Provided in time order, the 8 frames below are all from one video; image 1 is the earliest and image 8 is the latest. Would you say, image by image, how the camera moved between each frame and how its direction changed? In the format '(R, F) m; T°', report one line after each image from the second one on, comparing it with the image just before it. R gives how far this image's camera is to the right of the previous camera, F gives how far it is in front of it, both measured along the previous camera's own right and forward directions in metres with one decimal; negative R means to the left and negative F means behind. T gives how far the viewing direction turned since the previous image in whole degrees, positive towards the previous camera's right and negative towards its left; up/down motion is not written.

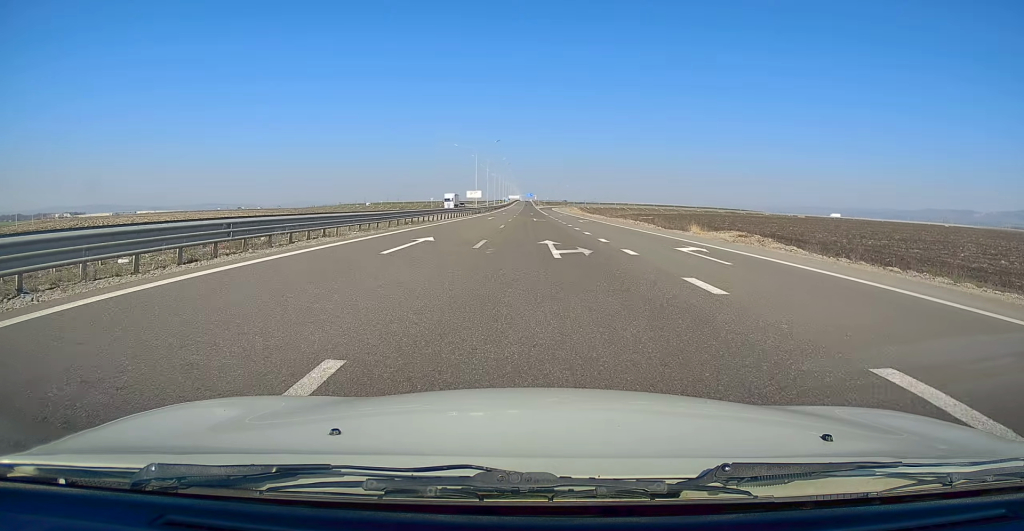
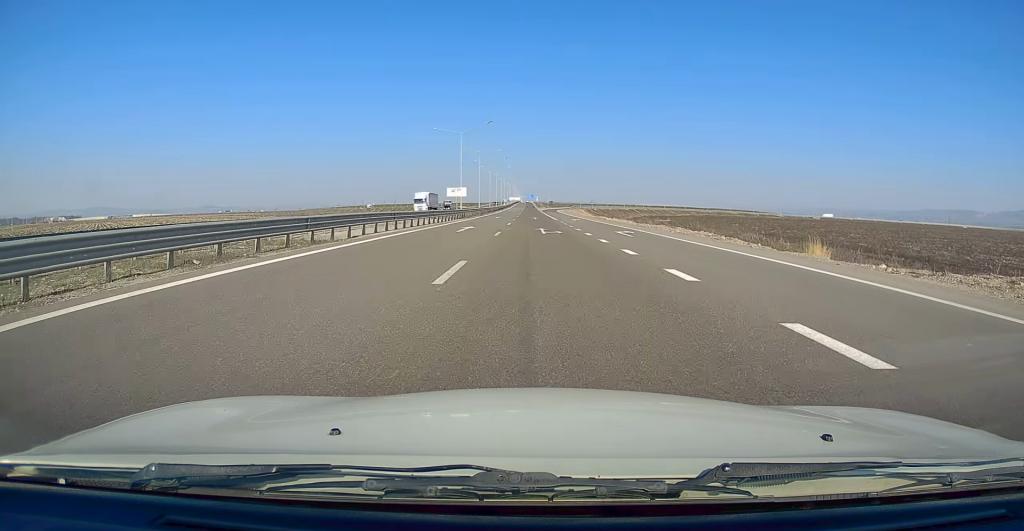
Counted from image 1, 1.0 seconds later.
(-0.2, +23.5) m; -1°
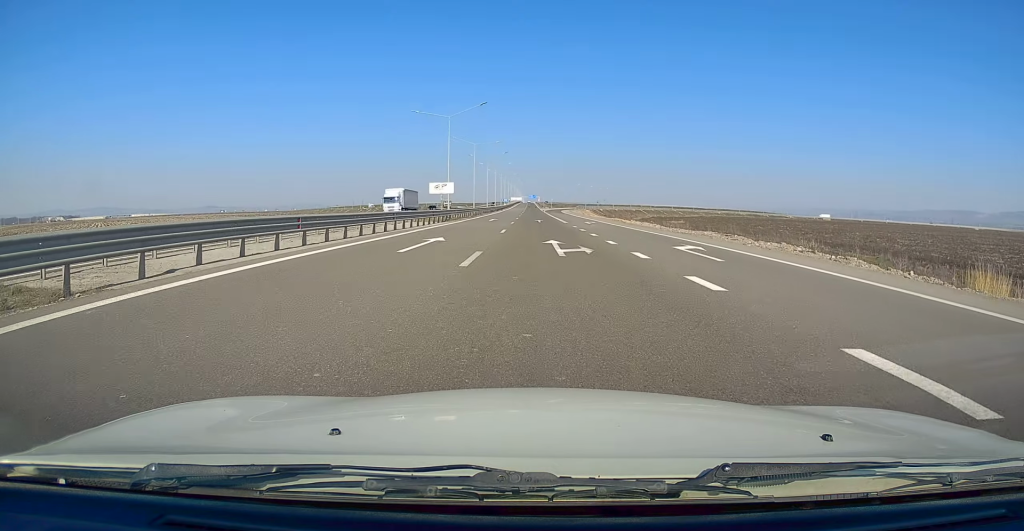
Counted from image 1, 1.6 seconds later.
(0.0, +13.3) m; 0°
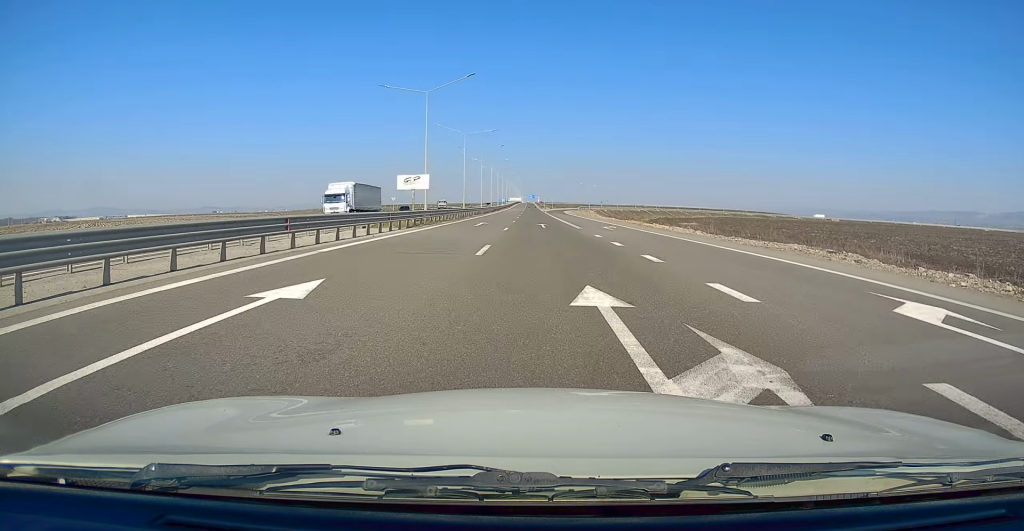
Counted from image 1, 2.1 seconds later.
(0.0, +13.2) m; 0°
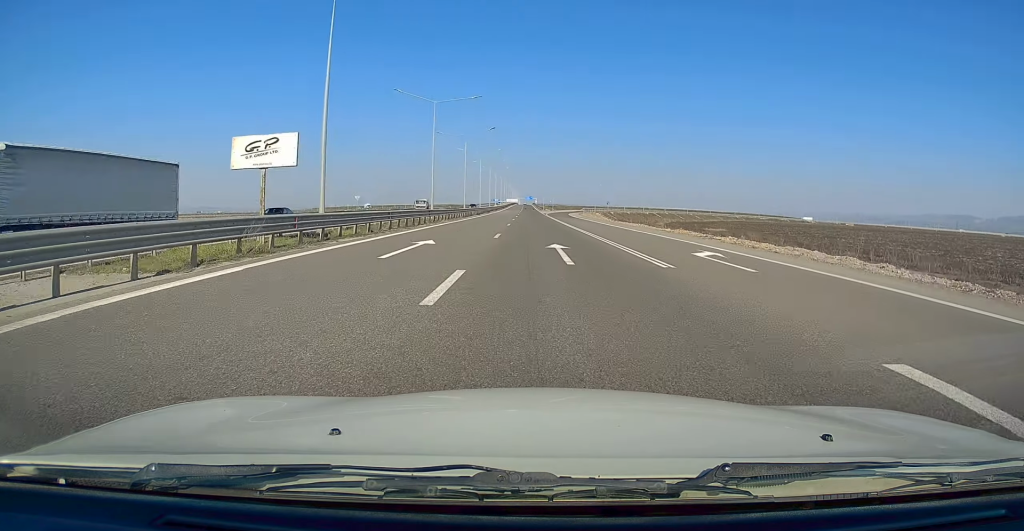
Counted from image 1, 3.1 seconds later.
(-0.2, +23.2) m; 0°
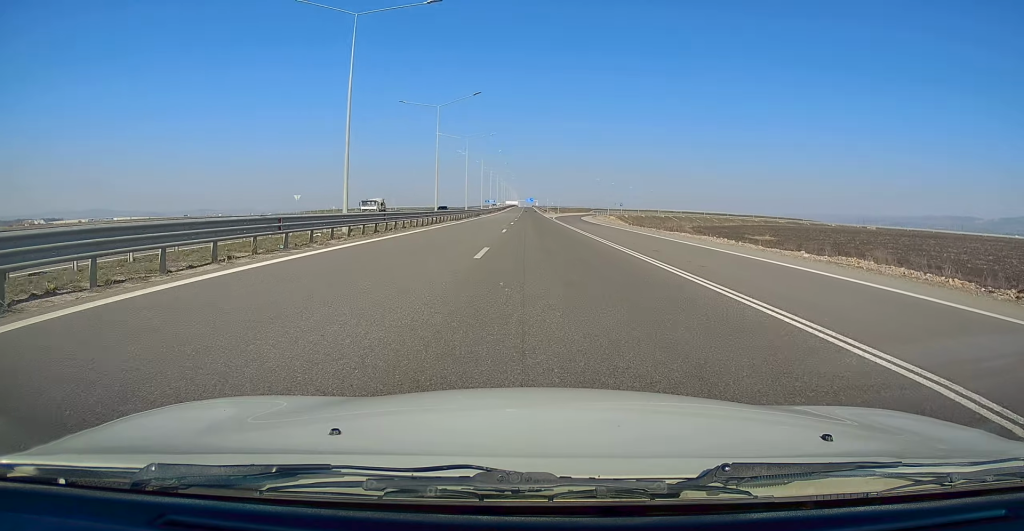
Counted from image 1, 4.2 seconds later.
(+0.1, +24.7) m; +1°
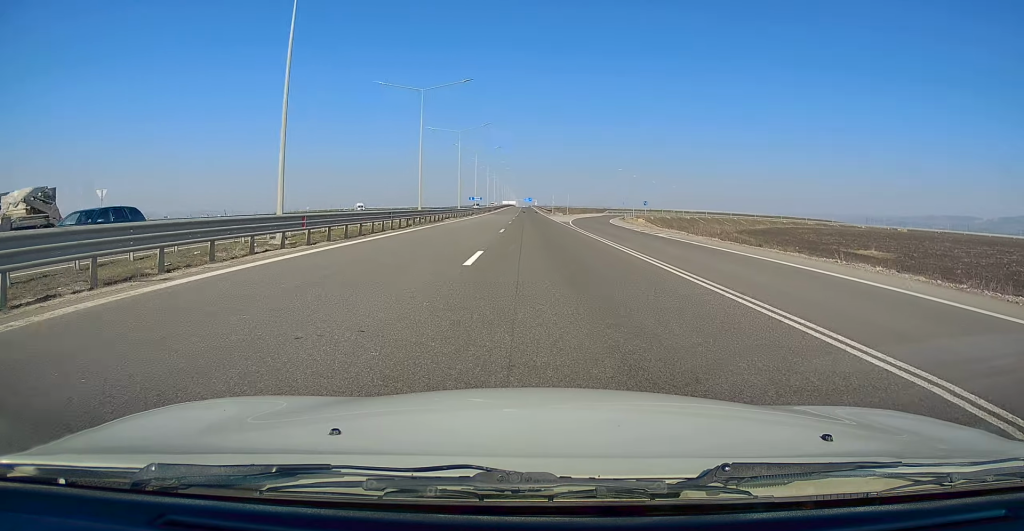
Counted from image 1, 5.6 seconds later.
(+0.1, +33.6) m; 0°
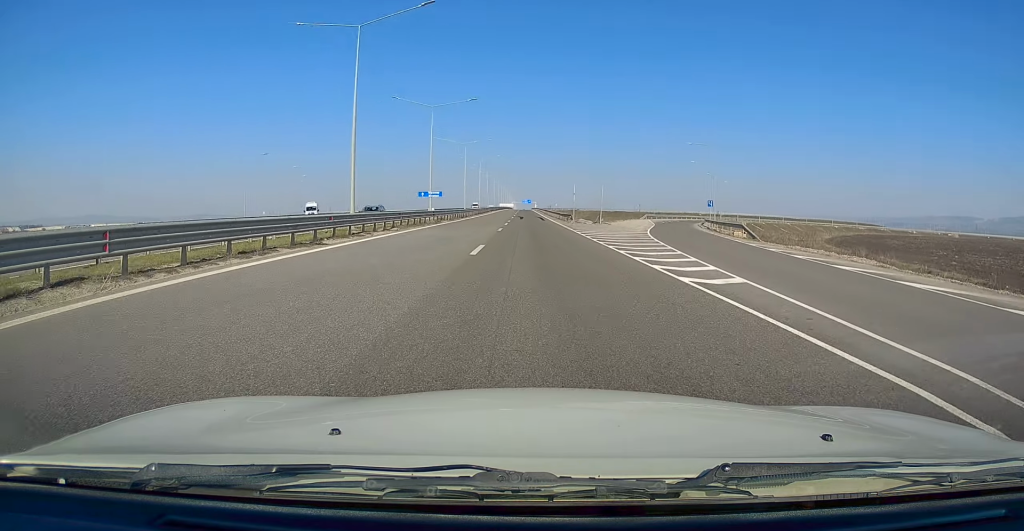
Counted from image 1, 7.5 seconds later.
(+0.5, +44.9) m; +1°
